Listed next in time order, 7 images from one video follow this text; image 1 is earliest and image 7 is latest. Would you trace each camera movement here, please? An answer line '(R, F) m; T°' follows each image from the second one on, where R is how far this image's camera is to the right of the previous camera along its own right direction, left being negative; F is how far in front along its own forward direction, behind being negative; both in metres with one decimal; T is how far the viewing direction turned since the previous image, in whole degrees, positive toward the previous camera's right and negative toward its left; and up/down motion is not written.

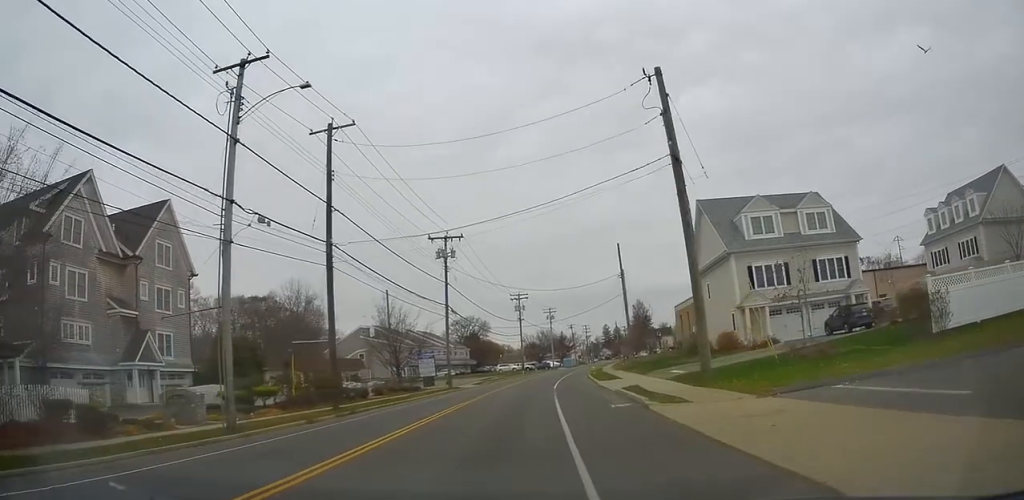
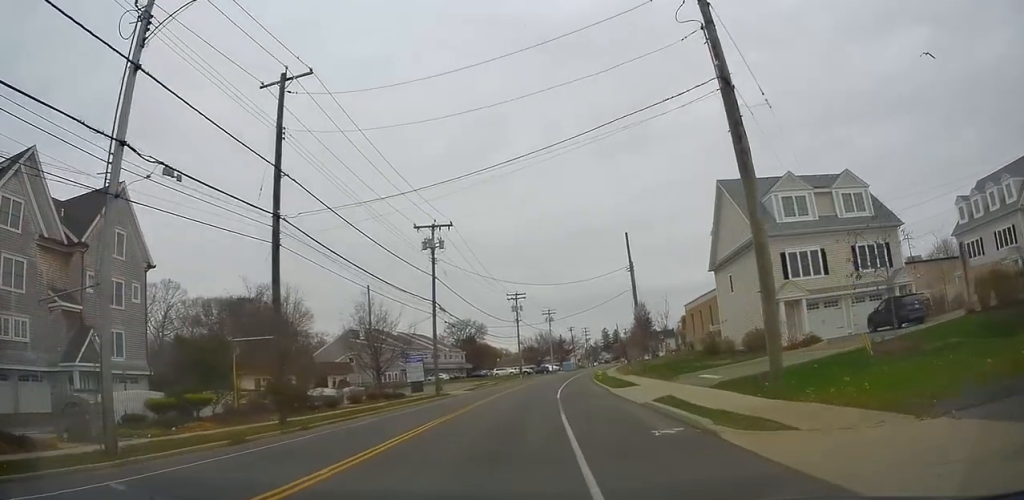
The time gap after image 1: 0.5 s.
(-0.2, +5.9) m; -1°
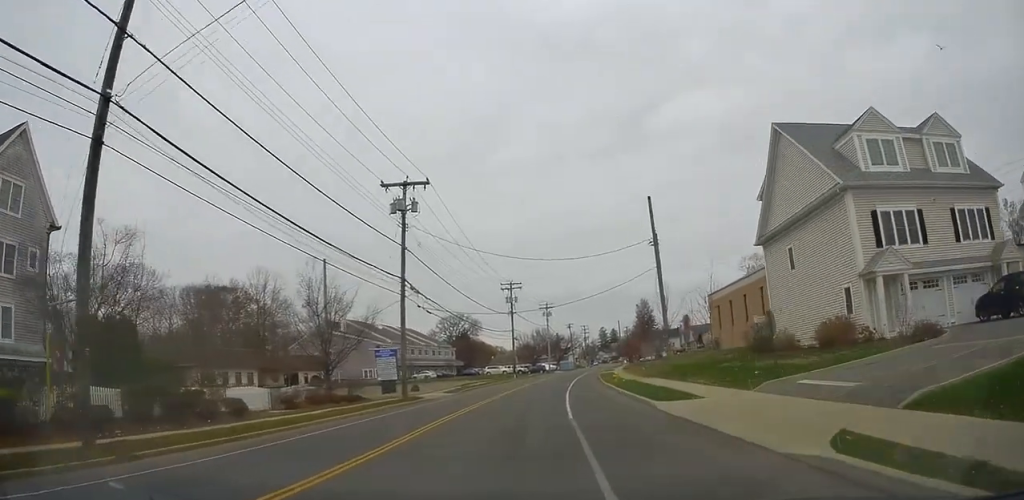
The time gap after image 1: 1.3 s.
(-0.1, +10.2) m; 0°
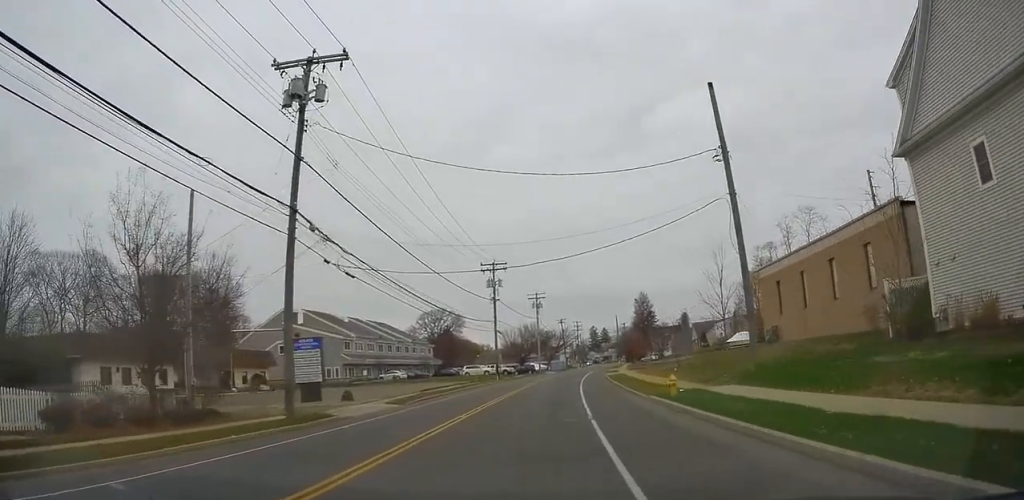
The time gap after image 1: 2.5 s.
(+0.4, +15.6) m; +1°
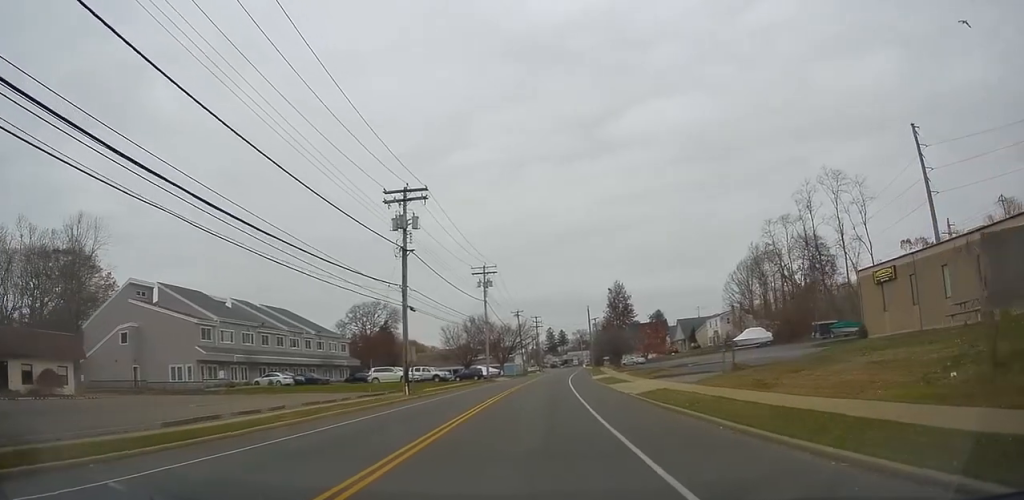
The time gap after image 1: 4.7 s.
(+0.3, +29.4) m; +5°
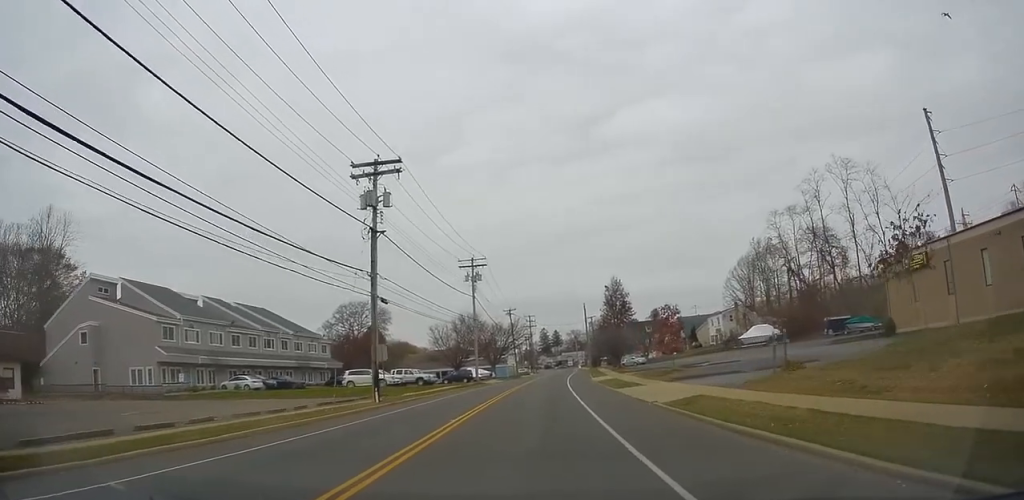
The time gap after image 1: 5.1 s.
(+0.2, +5.8) m; +1°
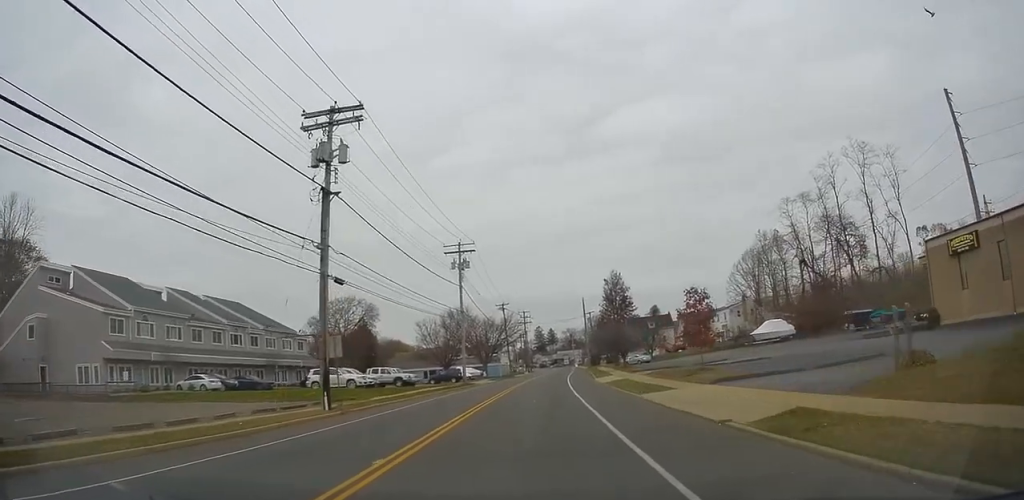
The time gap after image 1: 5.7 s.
(+0.2, +6.9) m; 0°
